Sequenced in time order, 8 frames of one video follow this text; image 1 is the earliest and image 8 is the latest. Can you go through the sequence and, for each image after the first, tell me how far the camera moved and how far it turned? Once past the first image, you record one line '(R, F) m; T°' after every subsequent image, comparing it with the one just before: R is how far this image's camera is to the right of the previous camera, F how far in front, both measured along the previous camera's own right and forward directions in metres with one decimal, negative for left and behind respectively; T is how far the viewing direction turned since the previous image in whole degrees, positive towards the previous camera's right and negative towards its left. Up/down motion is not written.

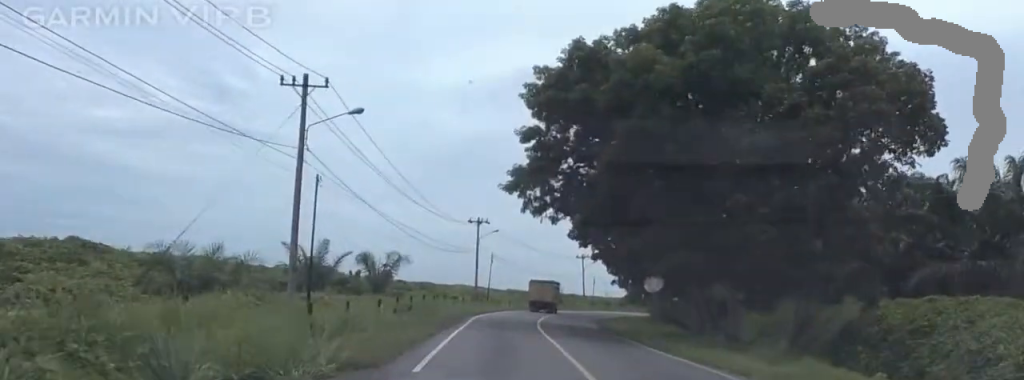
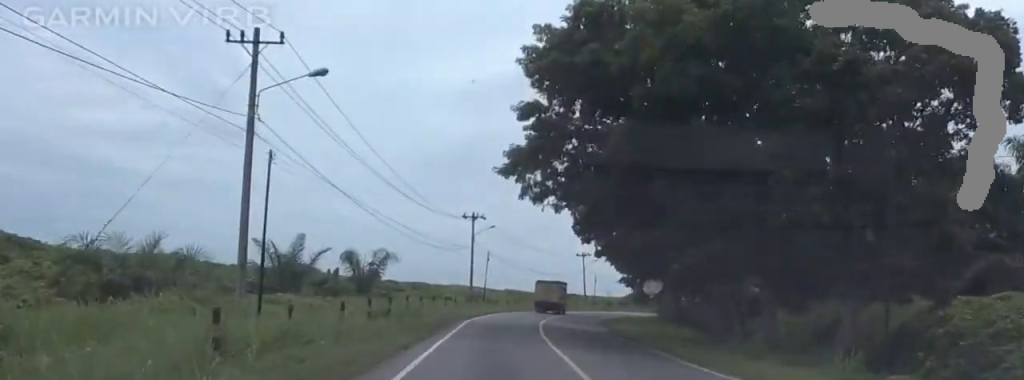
(-0.1, +6.3) m; -1°
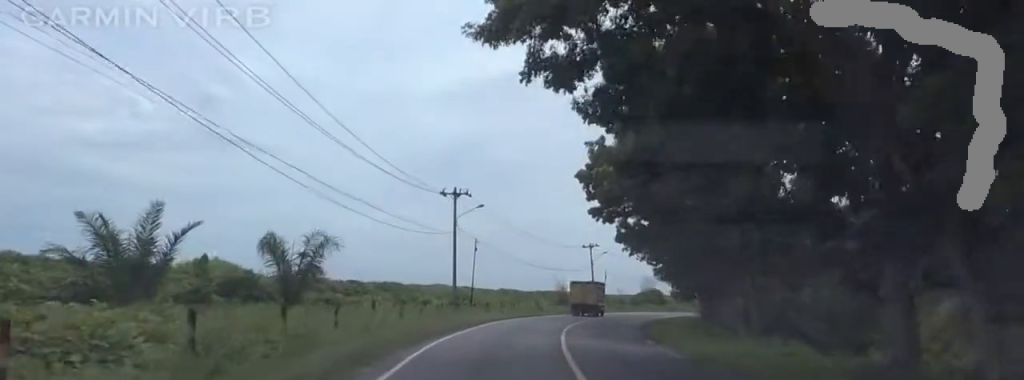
(+0.5, +21.3) m; +4°
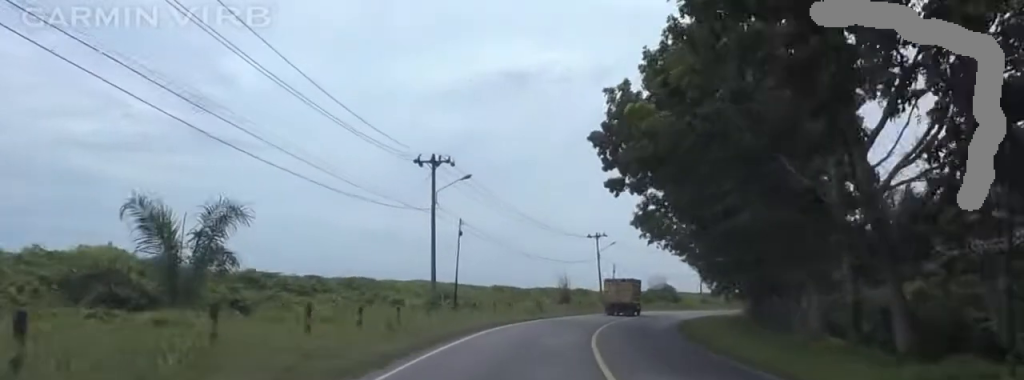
(+0.5, +14.9) m; +3°
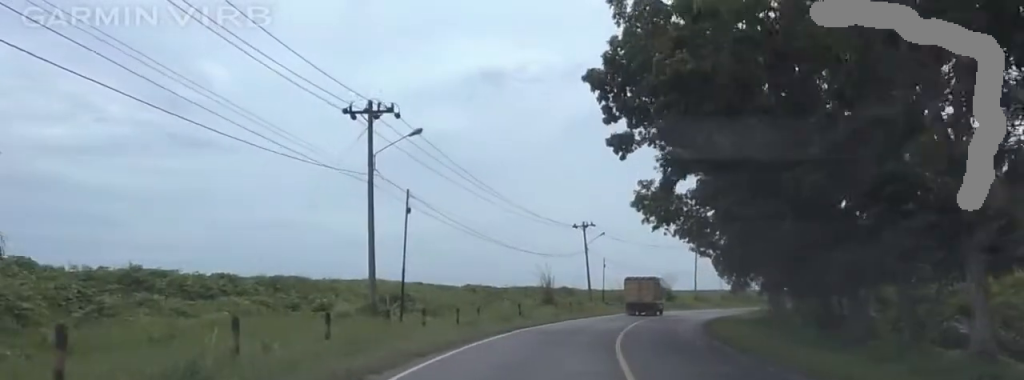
(+0.1, +14.0) m; +3°
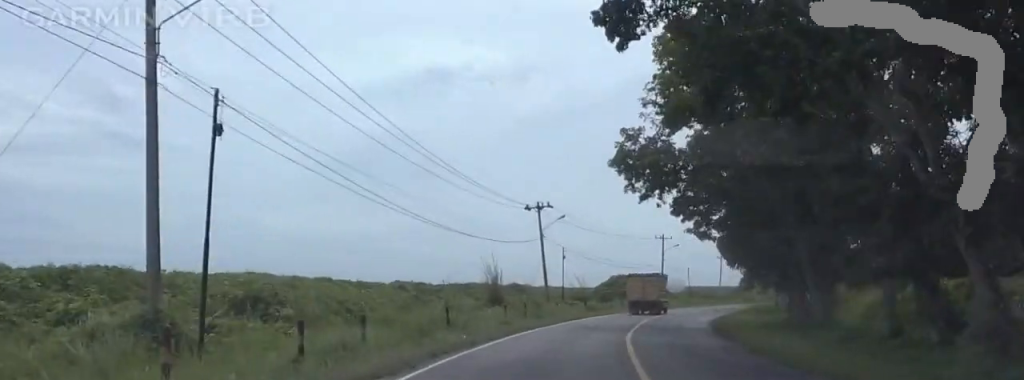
(+0.7, +17.0) m; +2°
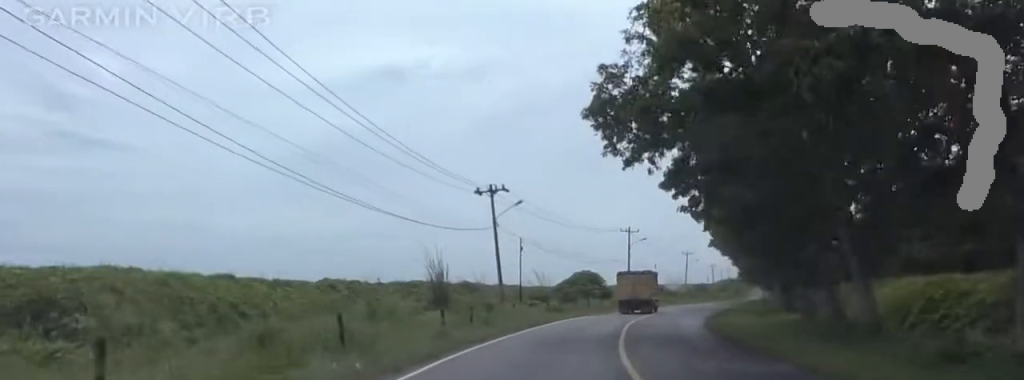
(0.0, +11.0) m; 0°
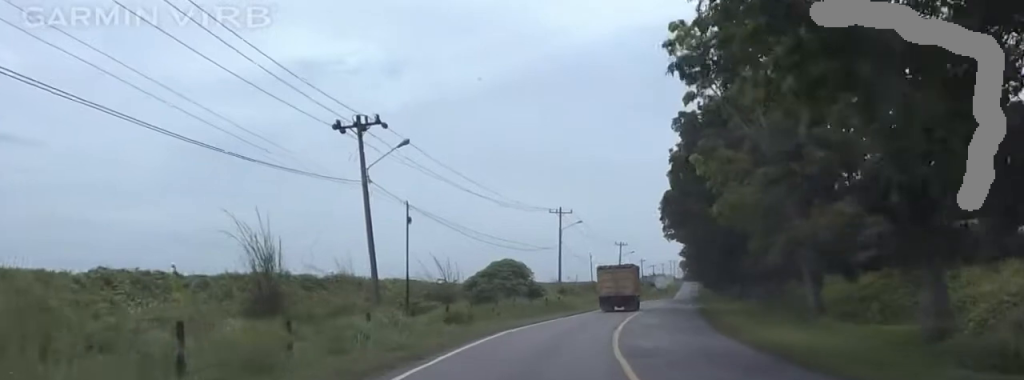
(+1.6, +22.7) m; +6°
